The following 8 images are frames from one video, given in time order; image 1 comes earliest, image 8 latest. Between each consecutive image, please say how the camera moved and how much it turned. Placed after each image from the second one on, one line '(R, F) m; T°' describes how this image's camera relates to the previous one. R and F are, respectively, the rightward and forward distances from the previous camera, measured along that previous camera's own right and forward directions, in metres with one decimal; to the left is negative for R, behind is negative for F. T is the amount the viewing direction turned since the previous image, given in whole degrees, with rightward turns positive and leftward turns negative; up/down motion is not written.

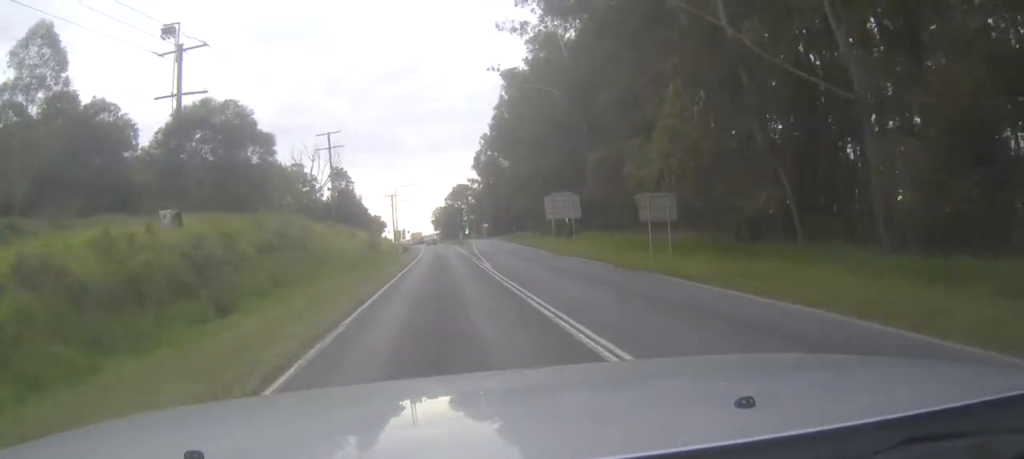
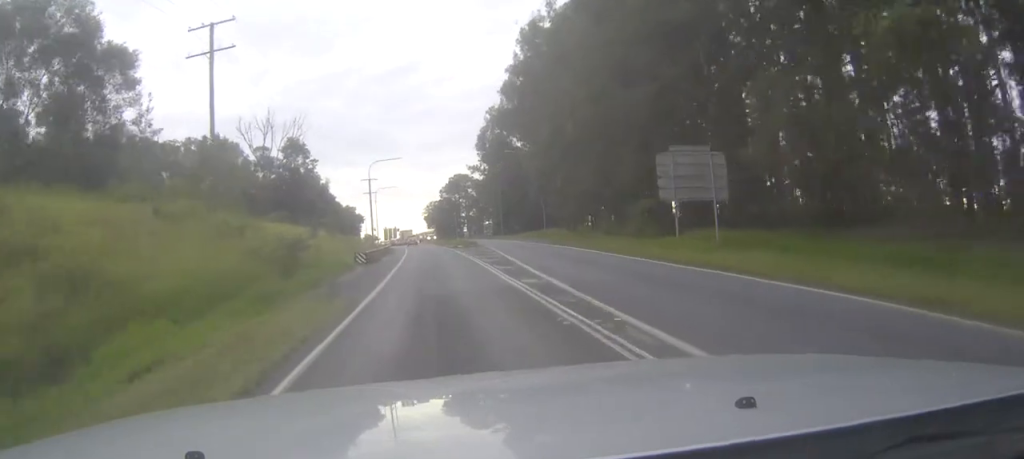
(+0.2, +39.7) m; 0°
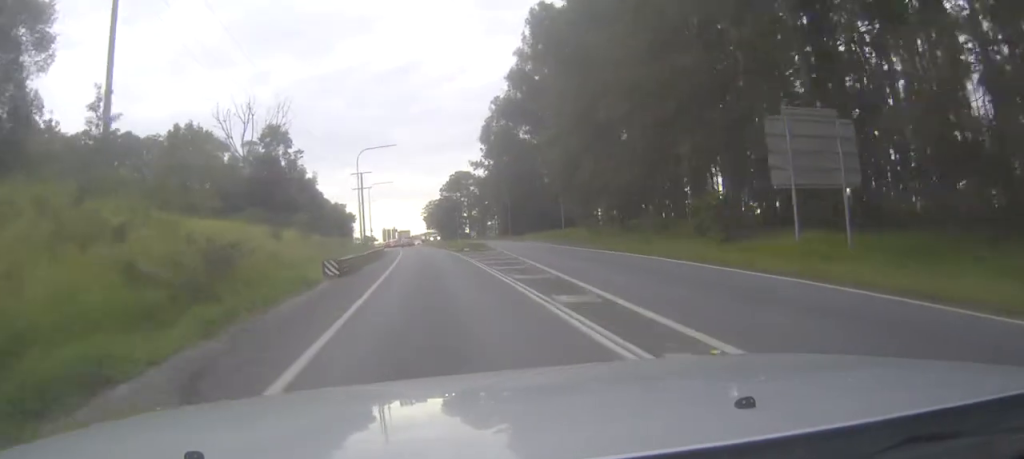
(0.0, +12.4) m; 0°
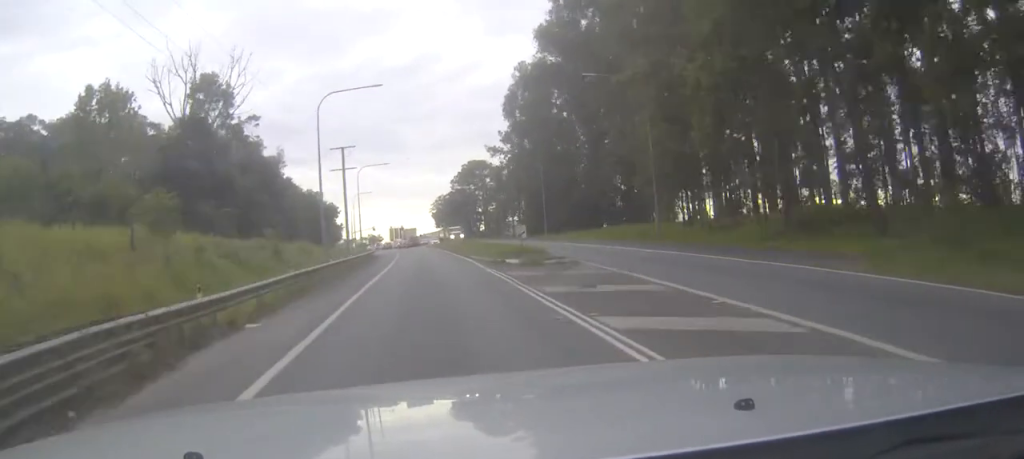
(-0.1, +28.2) m; -1°
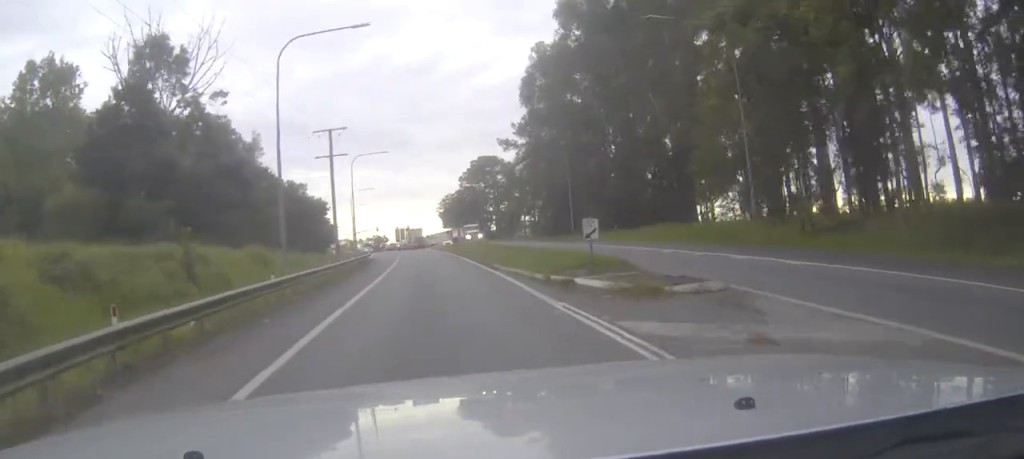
(-0.1, +12.9) m; -1°
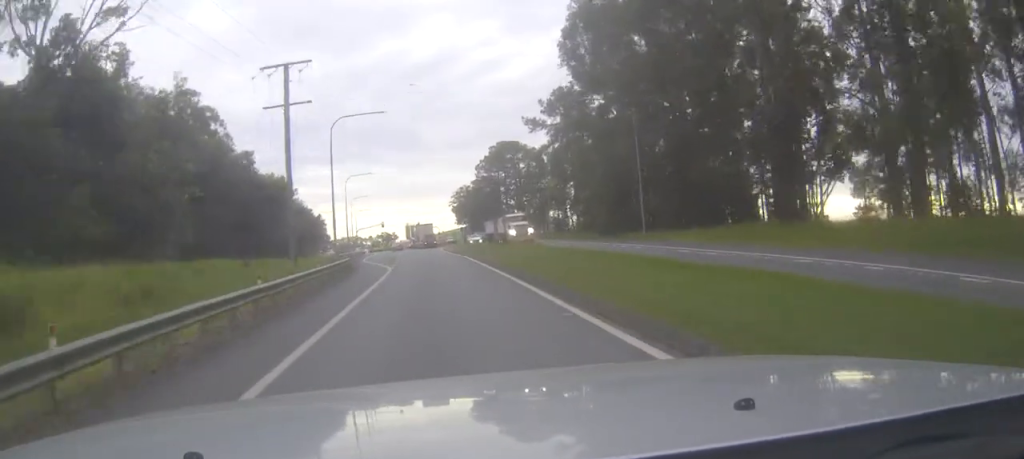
(-0.2, +21.8) m; -1°
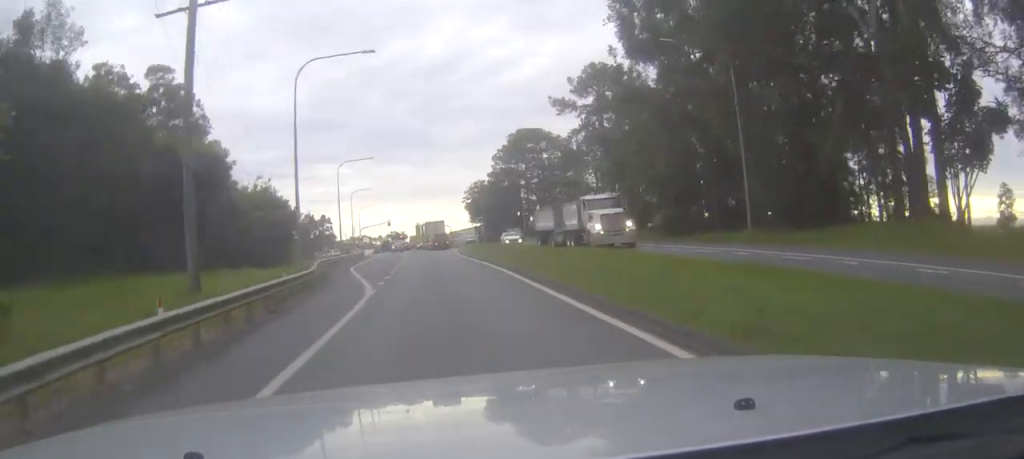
(-0.2, +16.8) m; -1°
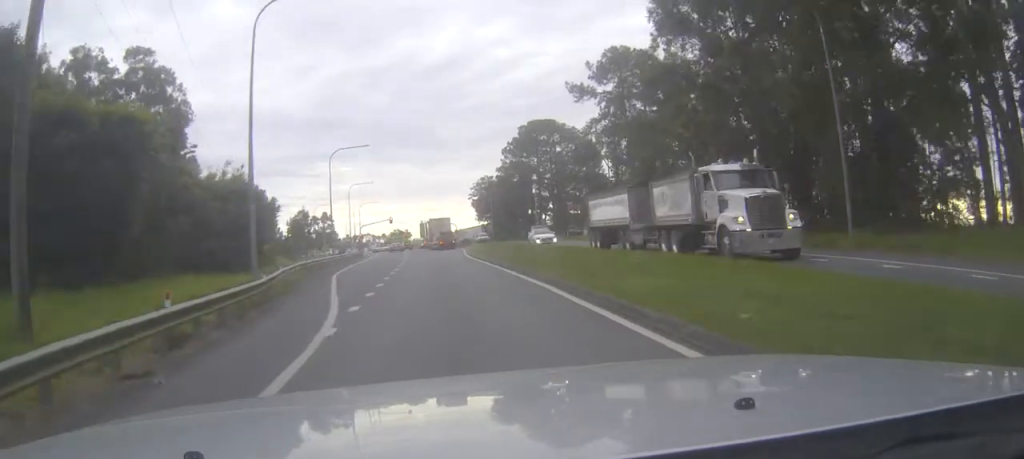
(-0.1, +9.4) m; -1°
